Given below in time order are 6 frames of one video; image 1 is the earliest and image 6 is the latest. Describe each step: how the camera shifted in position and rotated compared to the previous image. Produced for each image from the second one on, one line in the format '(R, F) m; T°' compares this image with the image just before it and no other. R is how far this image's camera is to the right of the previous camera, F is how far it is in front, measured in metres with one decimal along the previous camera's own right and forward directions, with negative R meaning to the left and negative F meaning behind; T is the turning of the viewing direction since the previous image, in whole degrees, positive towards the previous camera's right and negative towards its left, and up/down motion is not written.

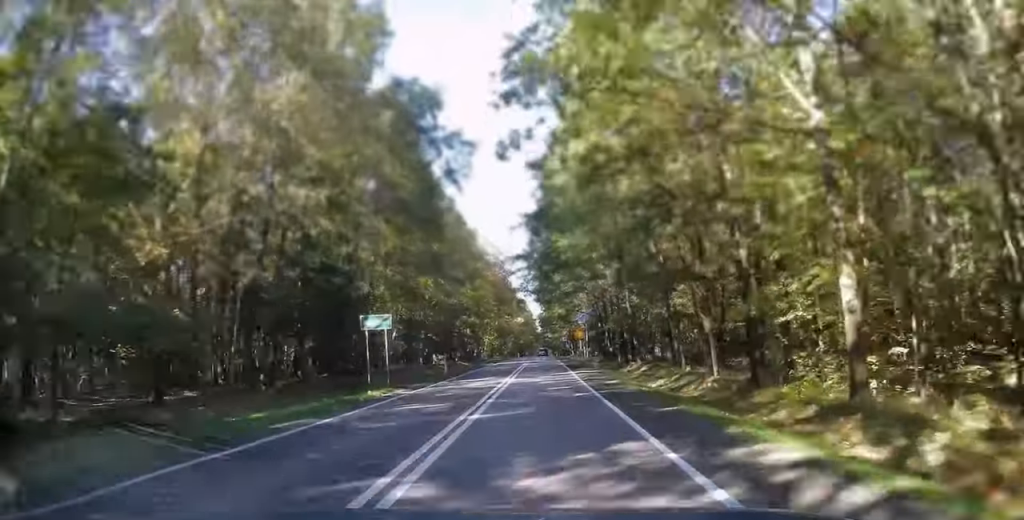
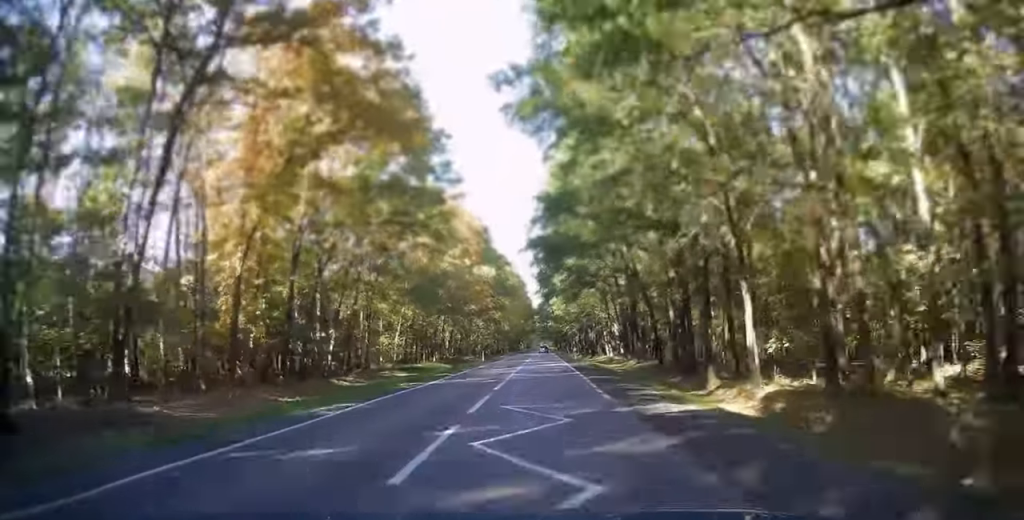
(+0.1, +76.9) m; 0°
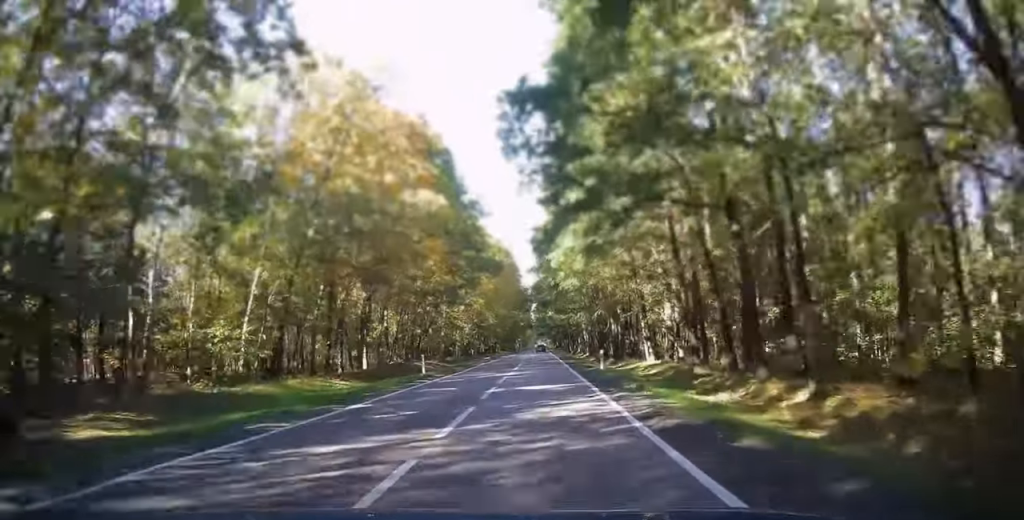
(0.0, +26.5) m; 0°
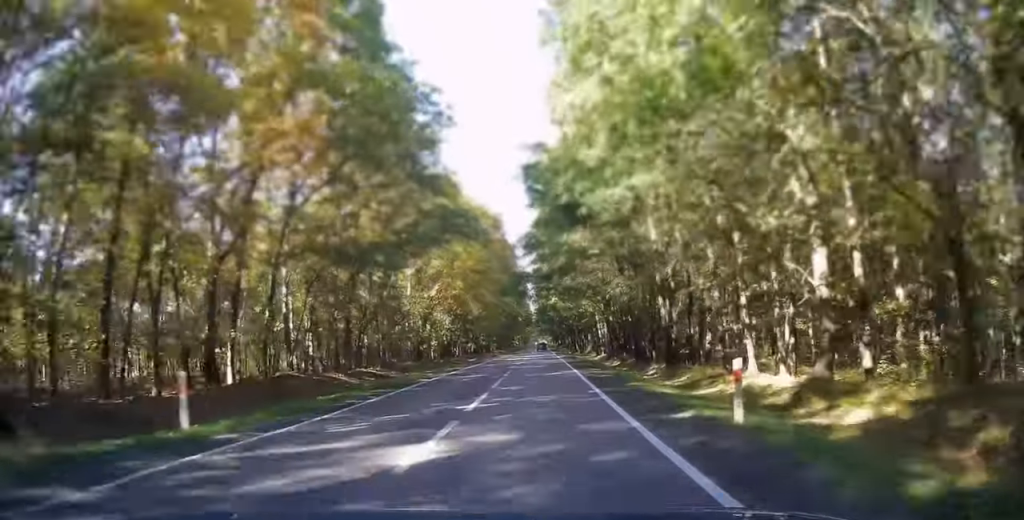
(0.0, +20.3) m; 0°
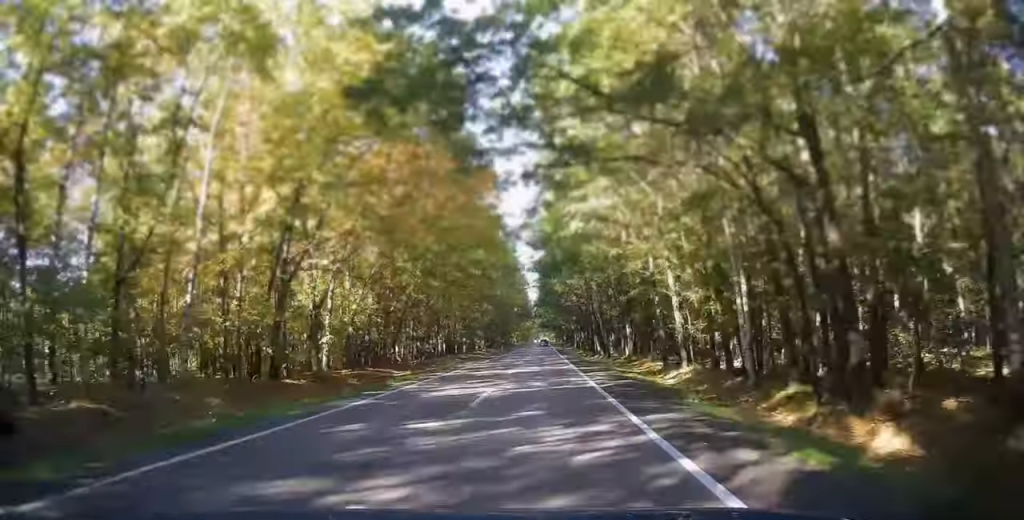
(0.0, +35.2) m; 0°
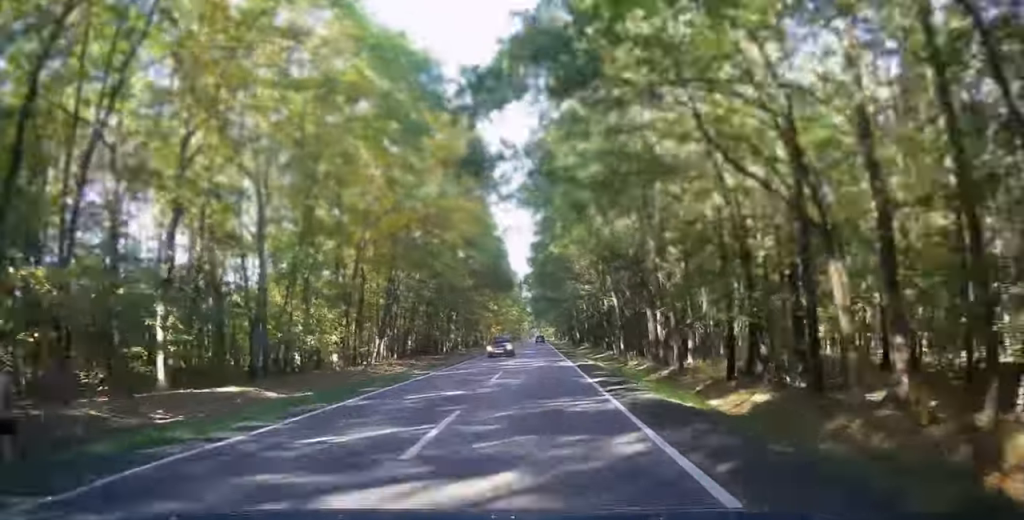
(+0.3, +78.7) m; 0°
